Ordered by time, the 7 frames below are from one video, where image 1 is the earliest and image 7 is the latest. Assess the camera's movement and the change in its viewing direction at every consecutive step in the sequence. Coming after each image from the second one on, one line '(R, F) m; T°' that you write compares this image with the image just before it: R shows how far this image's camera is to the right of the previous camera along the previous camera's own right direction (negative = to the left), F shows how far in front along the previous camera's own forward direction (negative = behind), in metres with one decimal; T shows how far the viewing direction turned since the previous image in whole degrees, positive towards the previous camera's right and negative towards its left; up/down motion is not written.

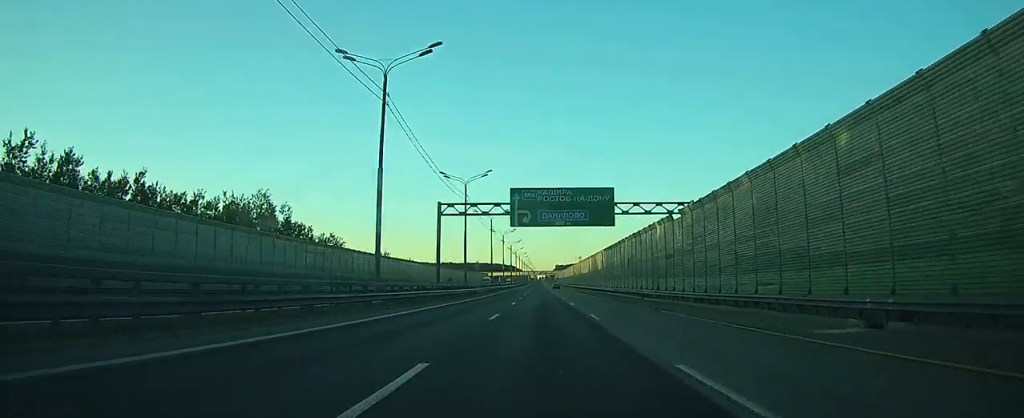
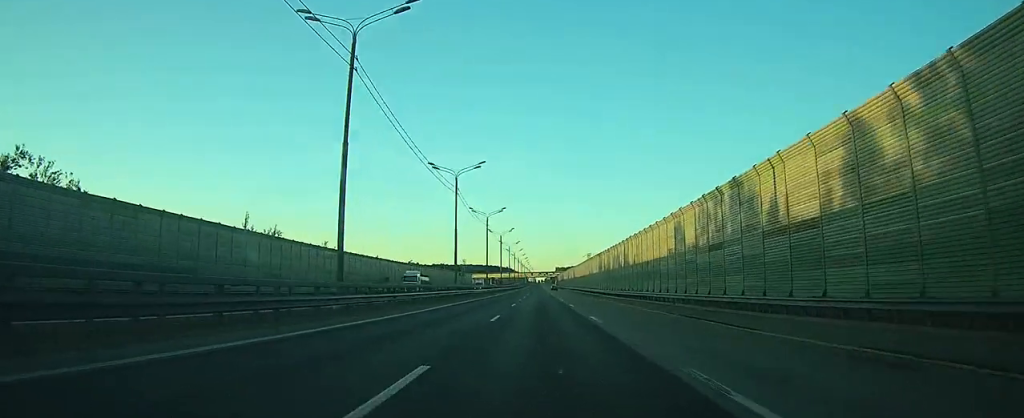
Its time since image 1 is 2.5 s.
(-0.6, +79.8) m; -1°
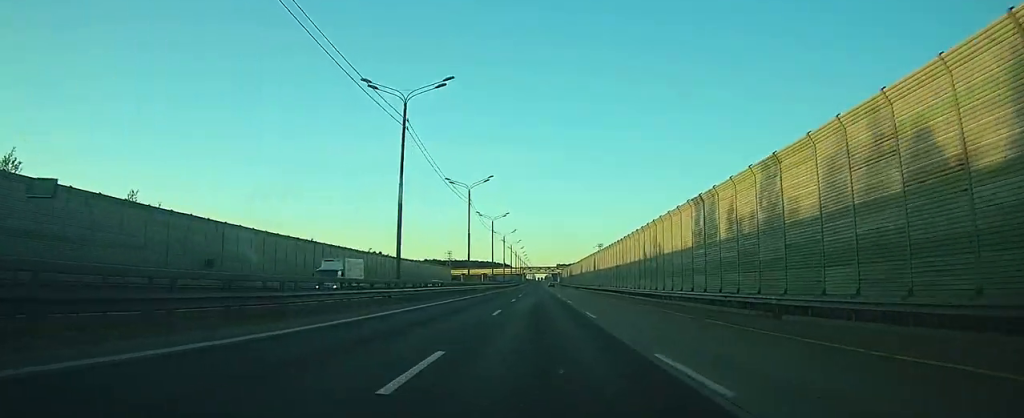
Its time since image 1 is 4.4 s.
(+0.2, +62.3) m; 0°
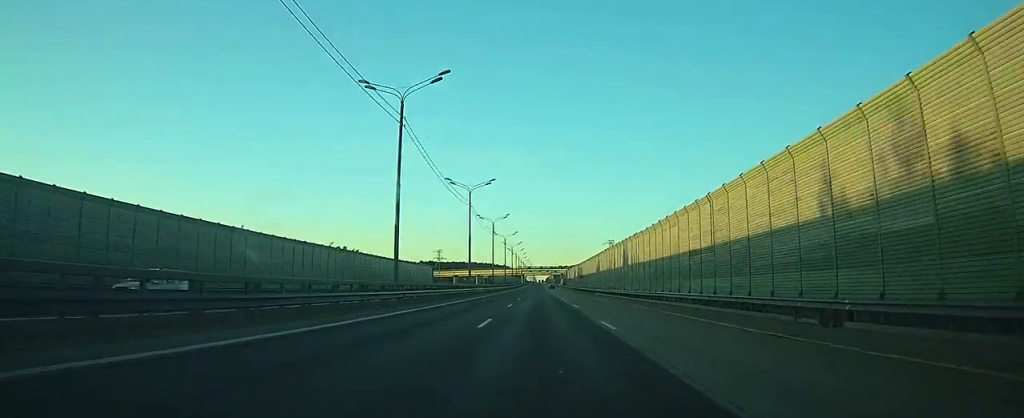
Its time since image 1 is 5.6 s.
(0.0, +37.5) m; 0°
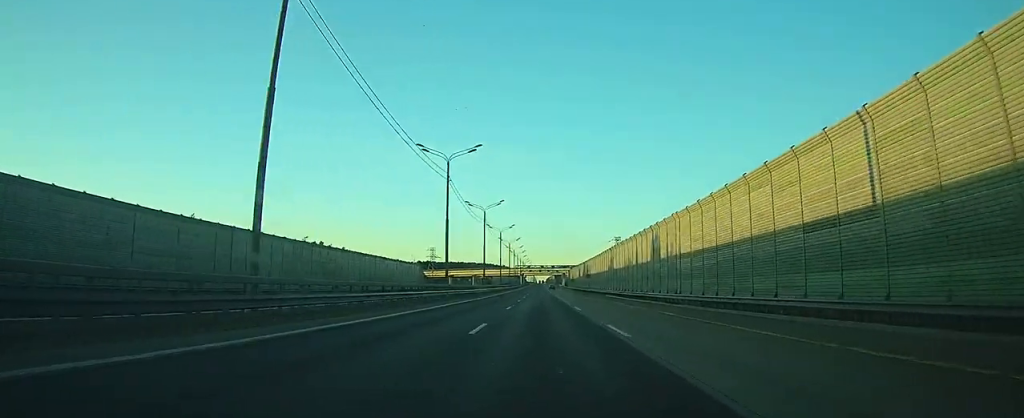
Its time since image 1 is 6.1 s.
(0.0, +18.2) m; 0°
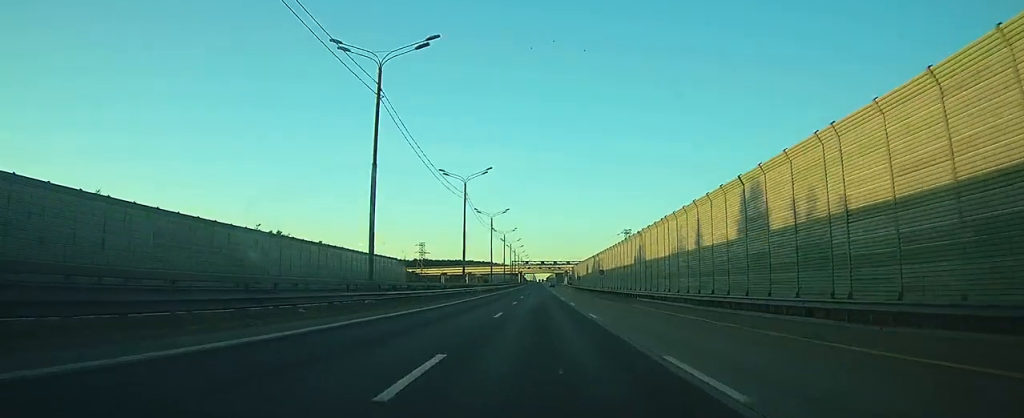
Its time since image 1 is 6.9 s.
(+0.1, +24.6) m; 0°
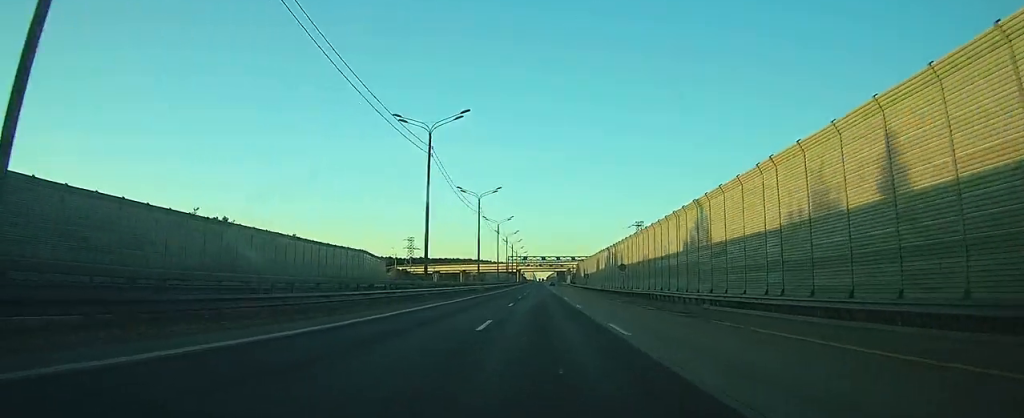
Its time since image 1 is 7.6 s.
(0.0, +22.5) m; 0°
